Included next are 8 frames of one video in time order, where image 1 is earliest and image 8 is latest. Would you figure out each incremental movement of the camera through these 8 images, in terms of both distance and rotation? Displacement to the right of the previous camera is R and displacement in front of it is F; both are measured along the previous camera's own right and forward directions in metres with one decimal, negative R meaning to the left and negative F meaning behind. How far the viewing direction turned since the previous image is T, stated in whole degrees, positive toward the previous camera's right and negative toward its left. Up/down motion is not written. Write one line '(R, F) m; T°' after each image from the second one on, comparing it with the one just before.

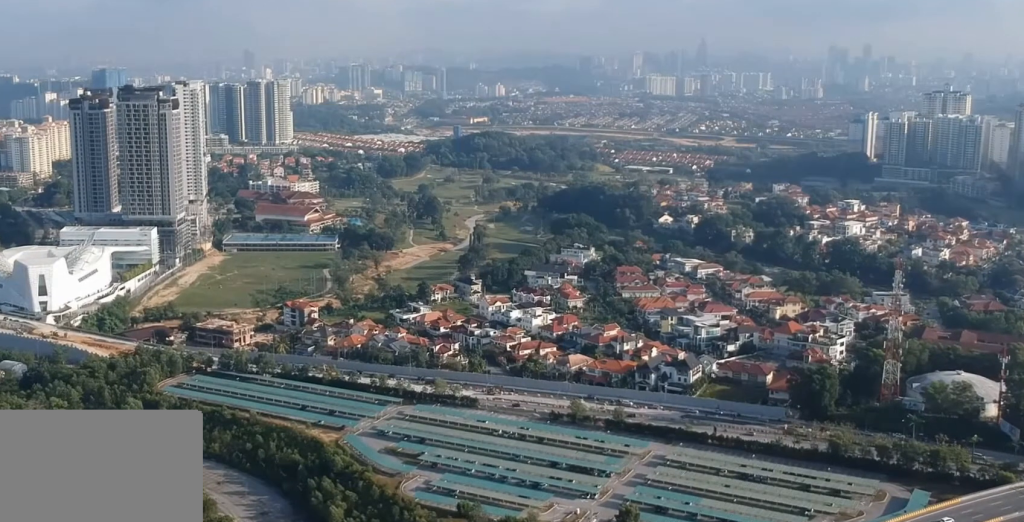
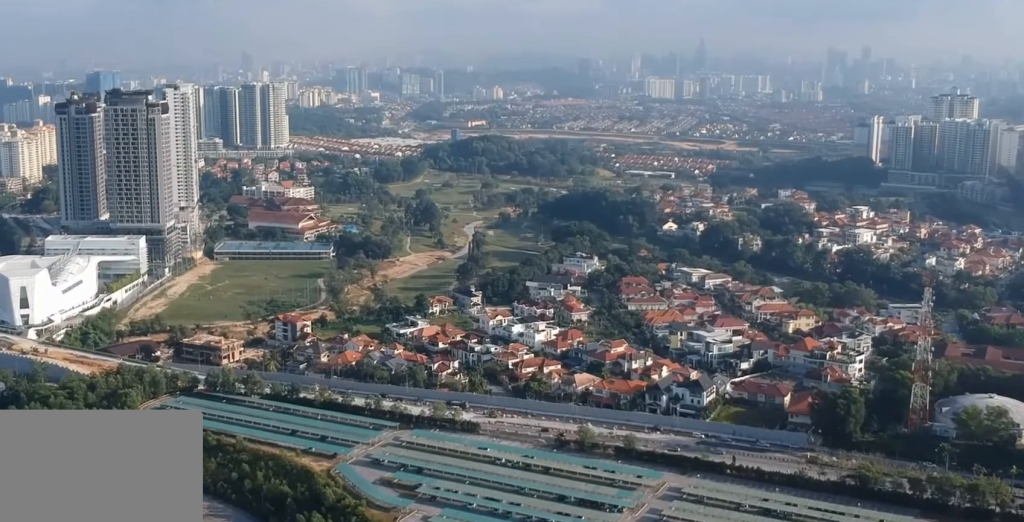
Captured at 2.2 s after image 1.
(-0.1, +28.5) m; -1°
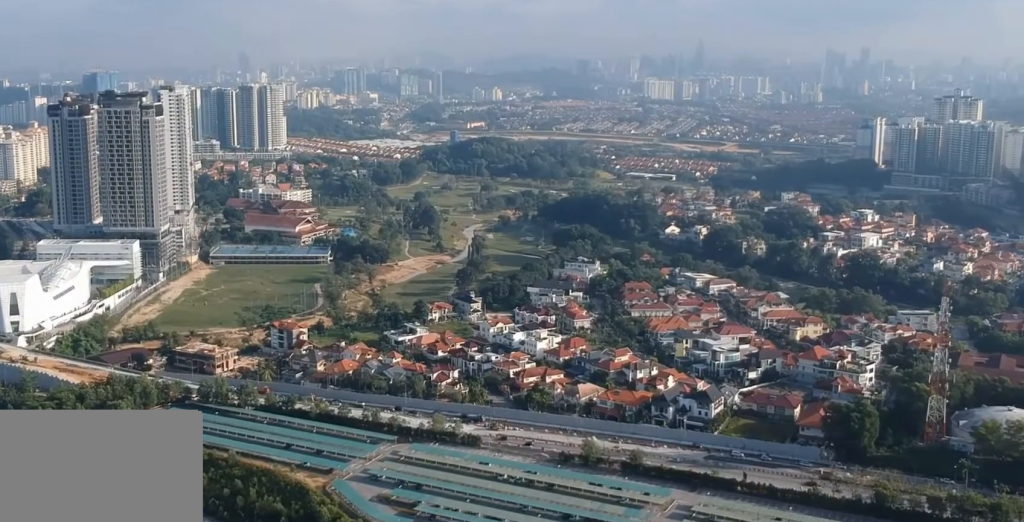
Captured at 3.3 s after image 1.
(0.0, +14.6) m; 0°
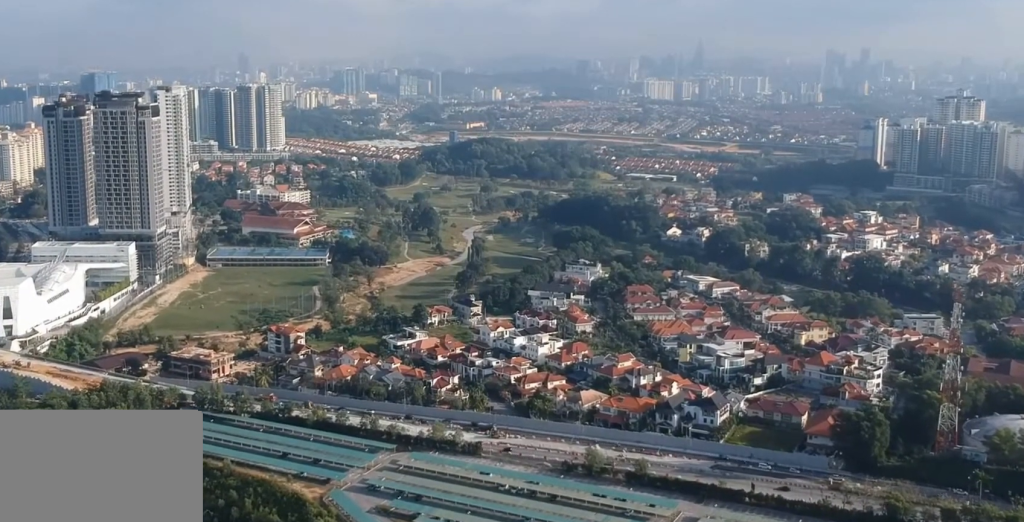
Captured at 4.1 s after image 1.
(0.0, +10.0) m; 0°
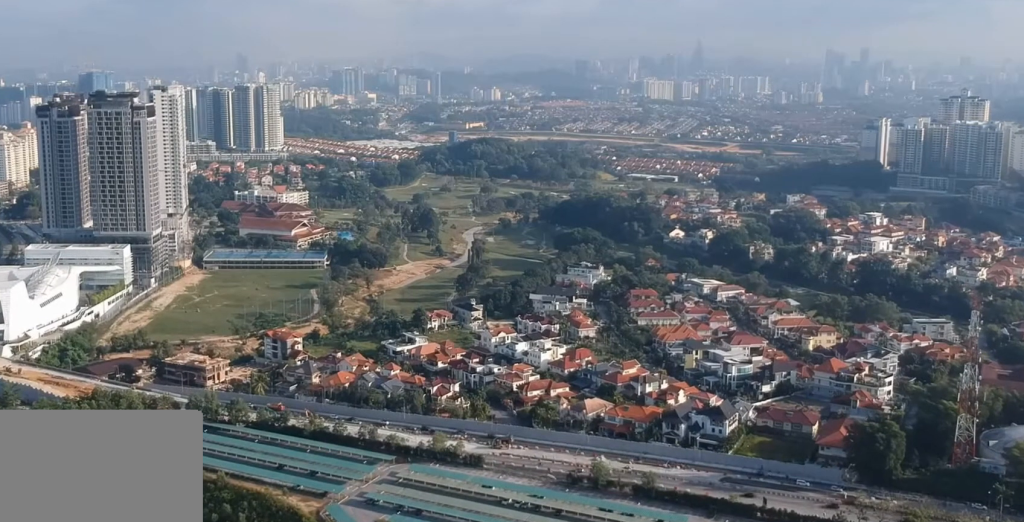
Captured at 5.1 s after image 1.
(0.0, +13.2) m; 0°
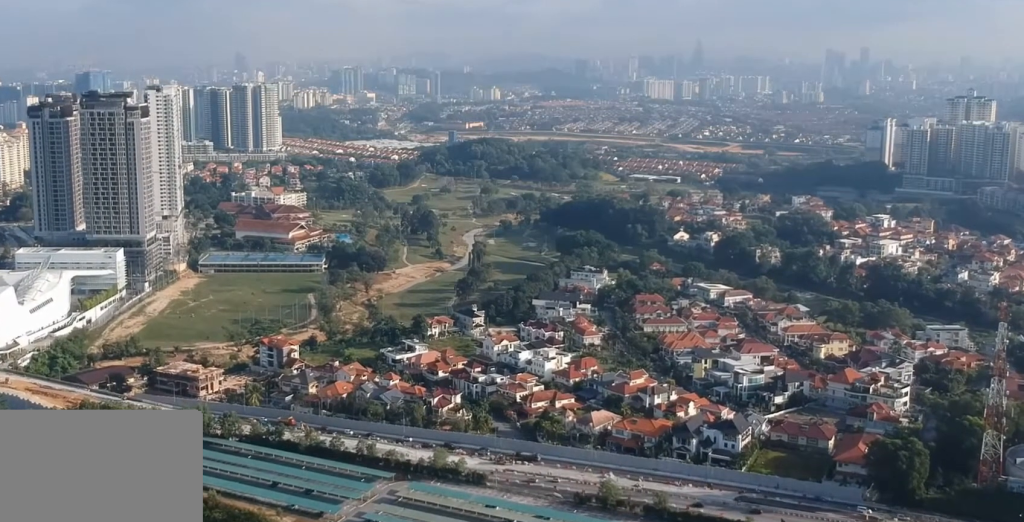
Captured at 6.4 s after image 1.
(0.0, +16.9) m; 0°
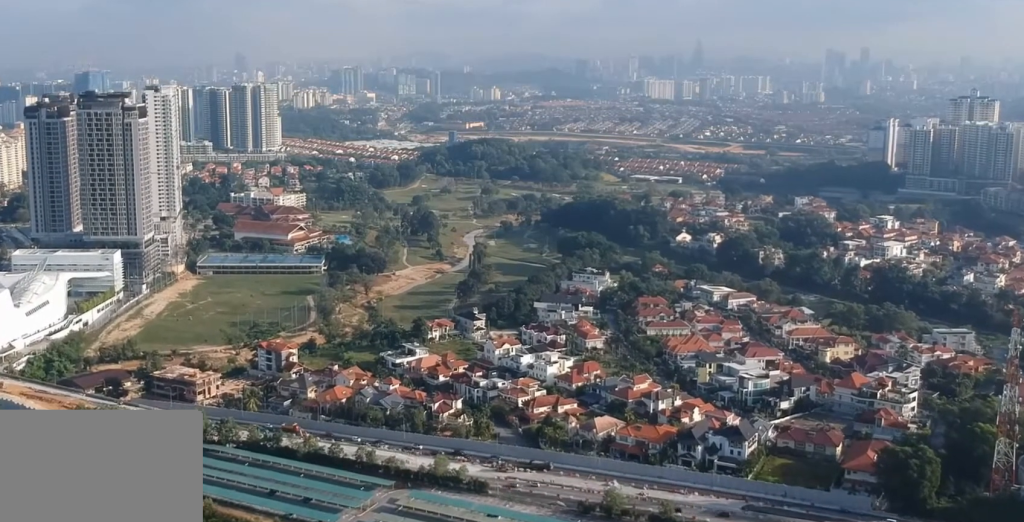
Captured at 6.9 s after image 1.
(0.0, +7.4) m; 0°
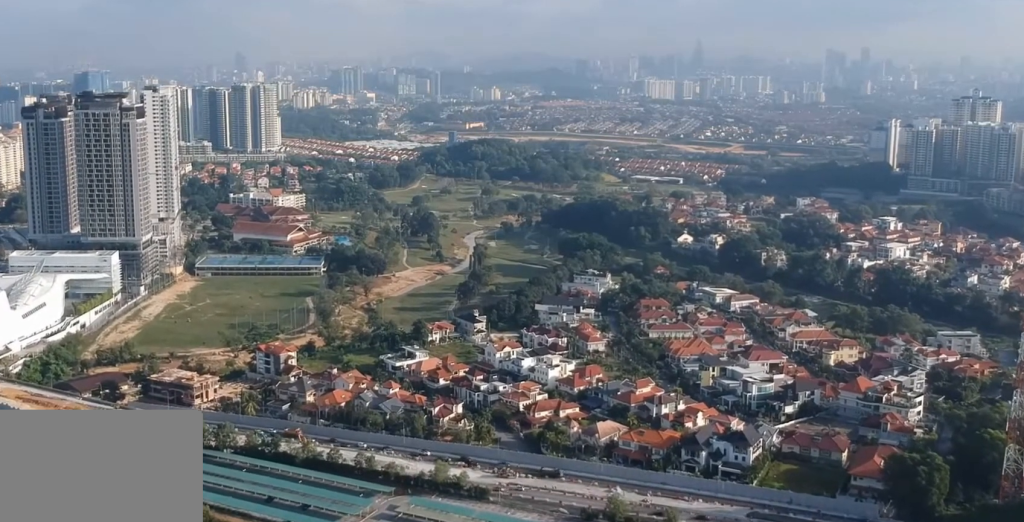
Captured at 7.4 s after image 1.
(0.0, +5.8) m; 0°
